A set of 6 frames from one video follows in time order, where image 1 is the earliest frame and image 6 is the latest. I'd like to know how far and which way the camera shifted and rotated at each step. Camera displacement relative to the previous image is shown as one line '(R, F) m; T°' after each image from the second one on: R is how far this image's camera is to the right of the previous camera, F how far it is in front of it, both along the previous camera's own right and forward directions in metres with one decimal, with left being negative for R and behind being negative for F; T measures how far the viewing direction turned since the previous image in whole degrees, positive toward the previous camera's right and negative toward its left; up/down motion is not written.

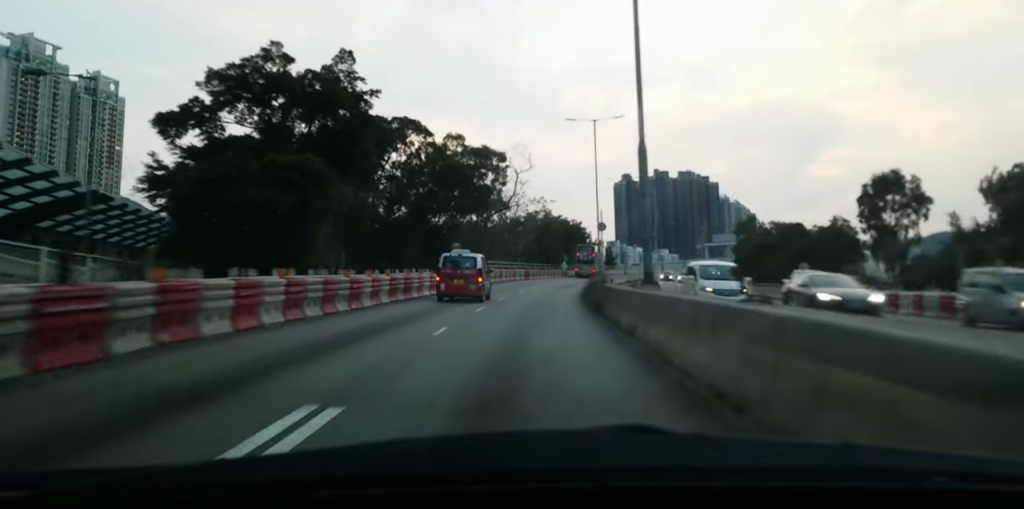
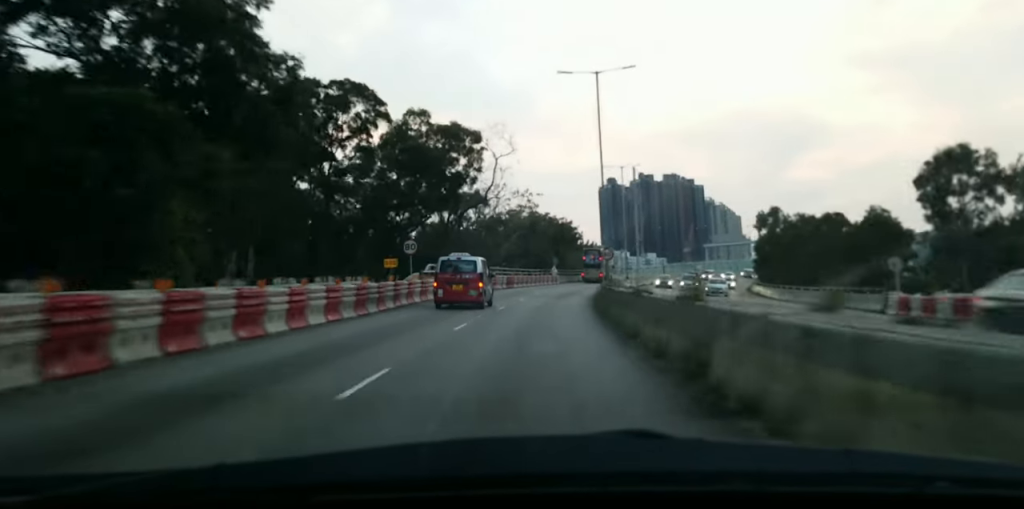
(-0.1, +15.9) m; +1°
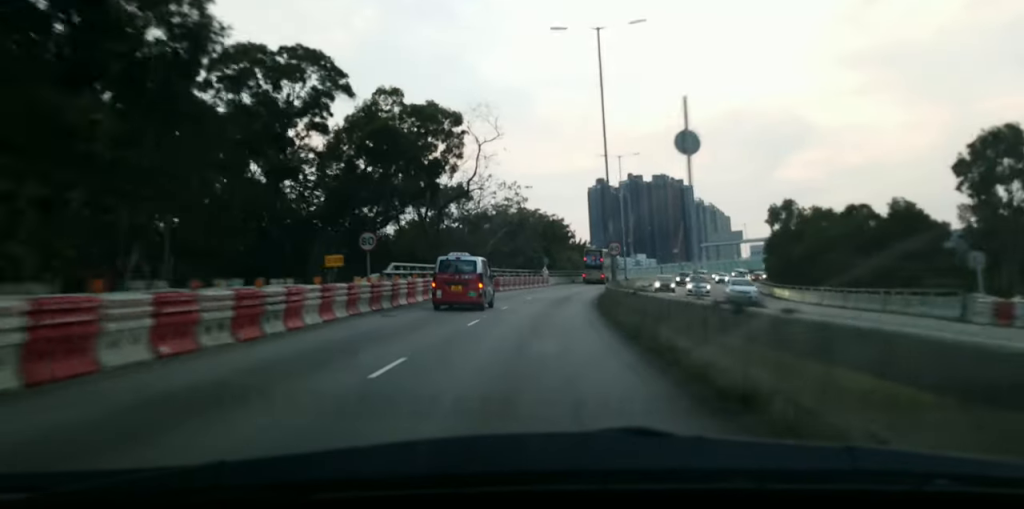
(+0.1, +8.4) m; +1°
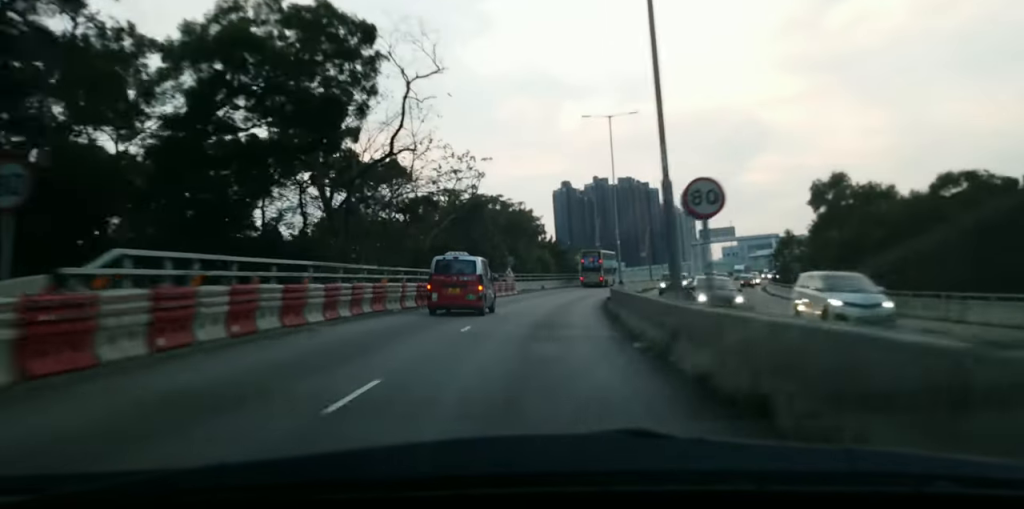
(+0.5, +21.4) m; +4°
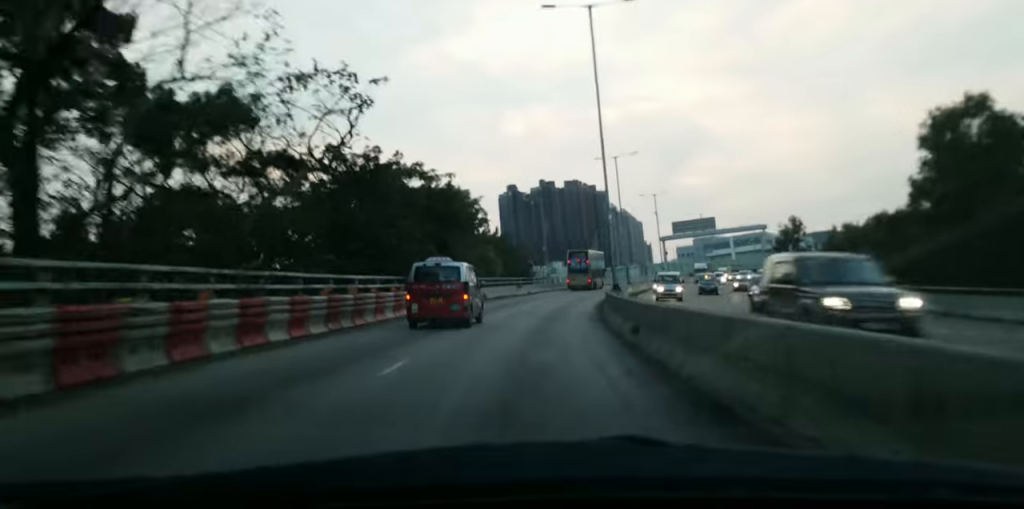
(+0.9, +22.9) m; +4°
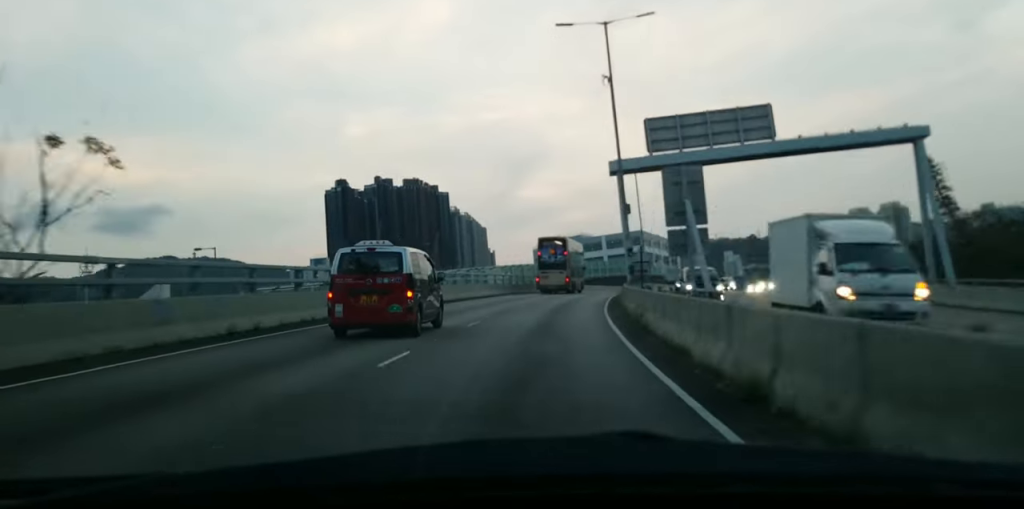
(+8.3, +76.8) m; +13°
